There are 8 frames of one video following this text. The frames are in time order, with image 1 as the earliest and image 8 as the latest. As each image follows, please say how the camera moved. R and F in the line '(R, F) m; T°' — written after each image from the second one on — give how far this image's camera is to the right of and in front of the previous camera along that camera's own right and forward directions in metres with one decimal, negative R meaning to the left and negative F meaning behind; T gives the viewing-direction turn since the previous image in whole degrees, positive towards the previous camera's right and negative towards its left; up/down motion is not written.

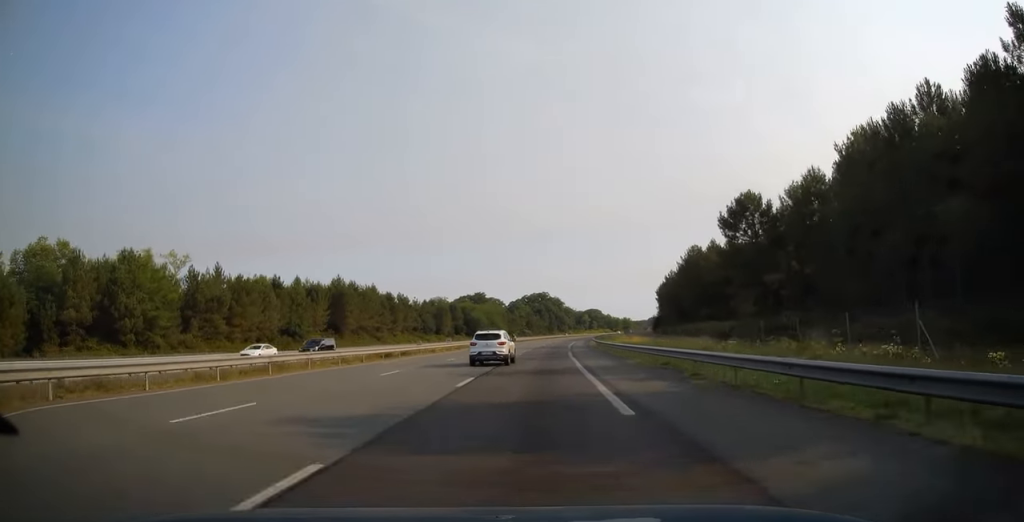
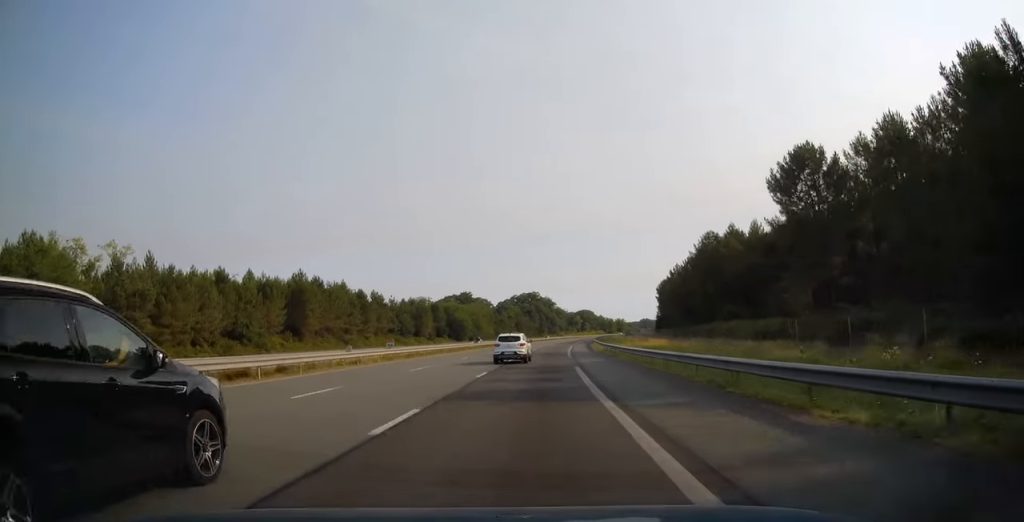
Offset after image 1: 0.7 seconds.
(+0.1, +20.7) m; +1°
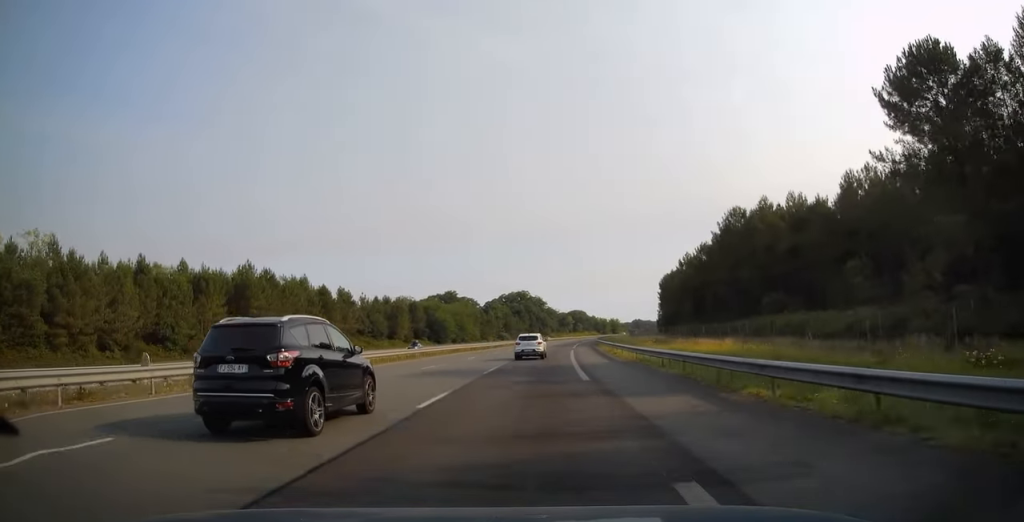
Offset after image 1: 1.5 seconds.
(+0.3, +22.6) m; +1°
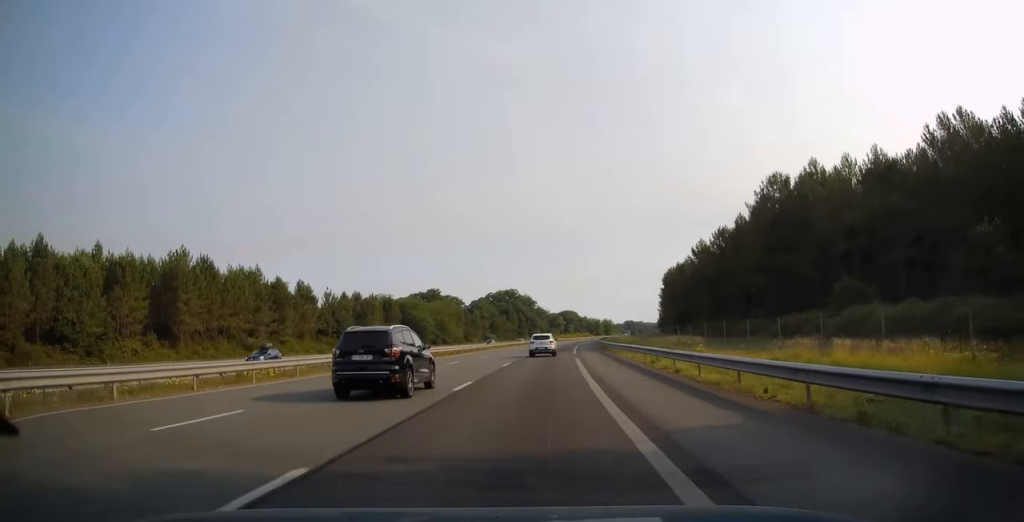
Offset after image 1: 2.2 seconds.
(+0.2, +21.7) m; +1°
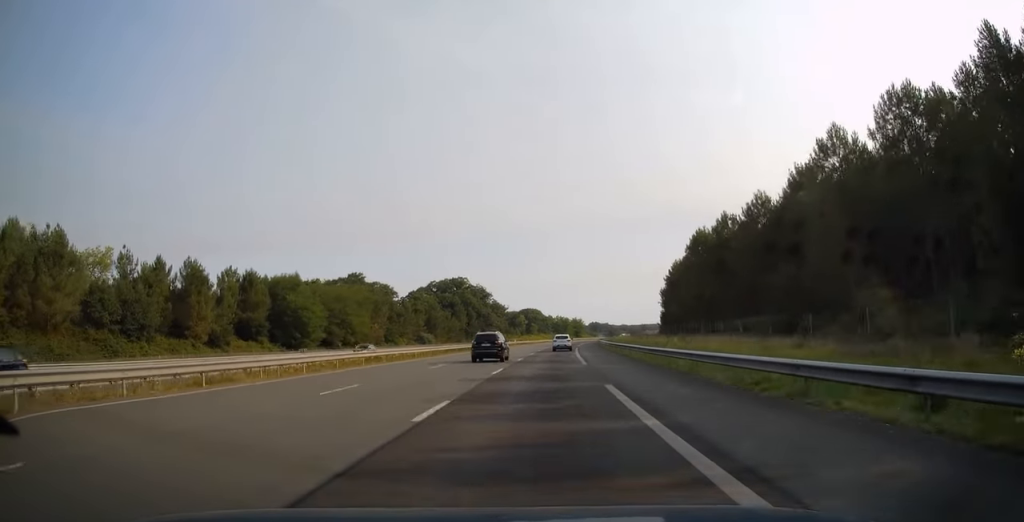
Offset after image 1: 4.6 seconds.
(+2.7, +71.3) m; +4°
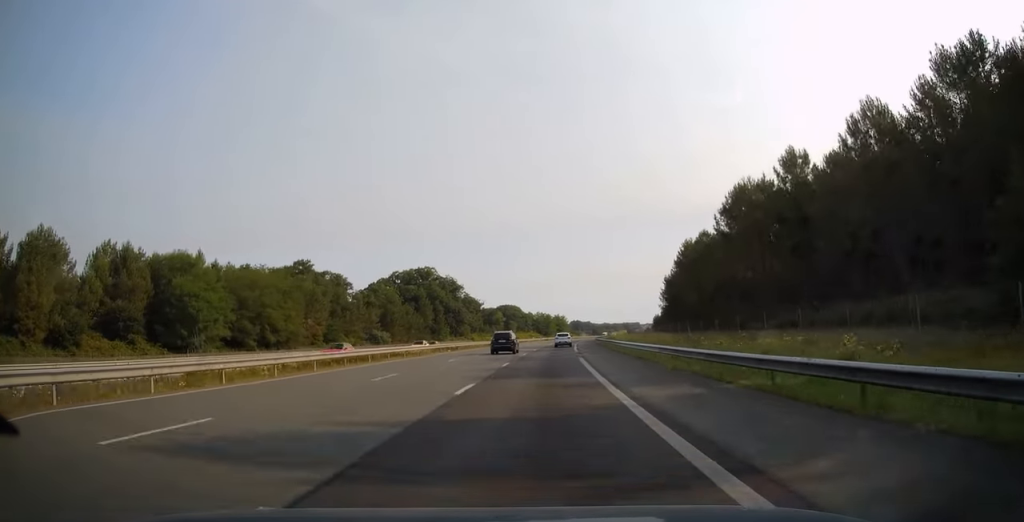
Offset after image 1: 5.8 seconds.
(+0.5, +34.4) m; +2°
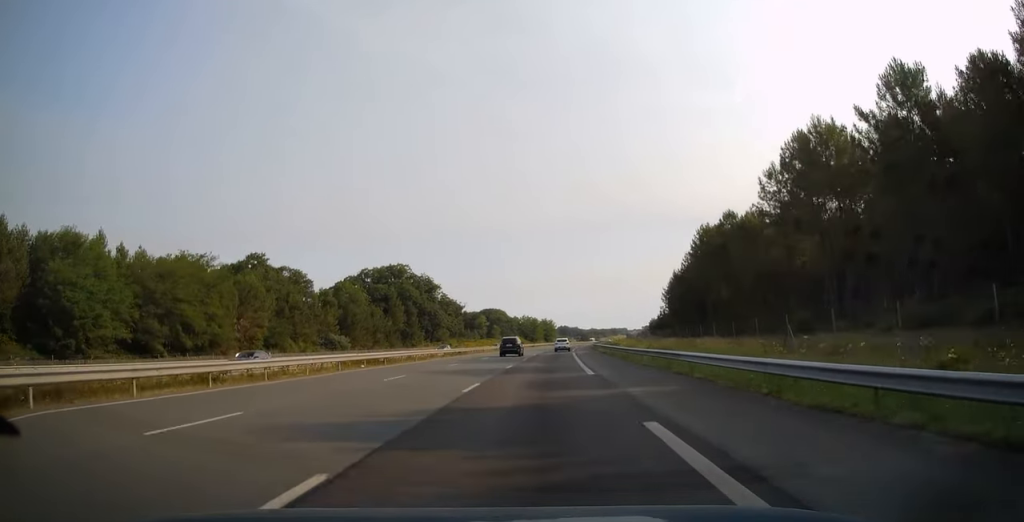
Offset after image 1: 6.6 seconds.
(+0.4, +24.5) m; +1°
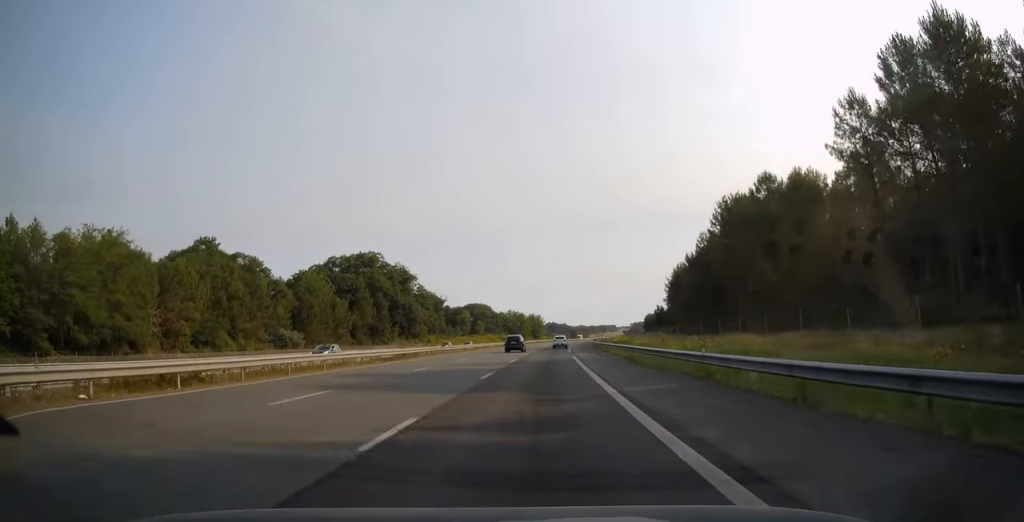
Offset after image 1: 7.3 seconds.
(+0.2, +21.6) m; +1°
